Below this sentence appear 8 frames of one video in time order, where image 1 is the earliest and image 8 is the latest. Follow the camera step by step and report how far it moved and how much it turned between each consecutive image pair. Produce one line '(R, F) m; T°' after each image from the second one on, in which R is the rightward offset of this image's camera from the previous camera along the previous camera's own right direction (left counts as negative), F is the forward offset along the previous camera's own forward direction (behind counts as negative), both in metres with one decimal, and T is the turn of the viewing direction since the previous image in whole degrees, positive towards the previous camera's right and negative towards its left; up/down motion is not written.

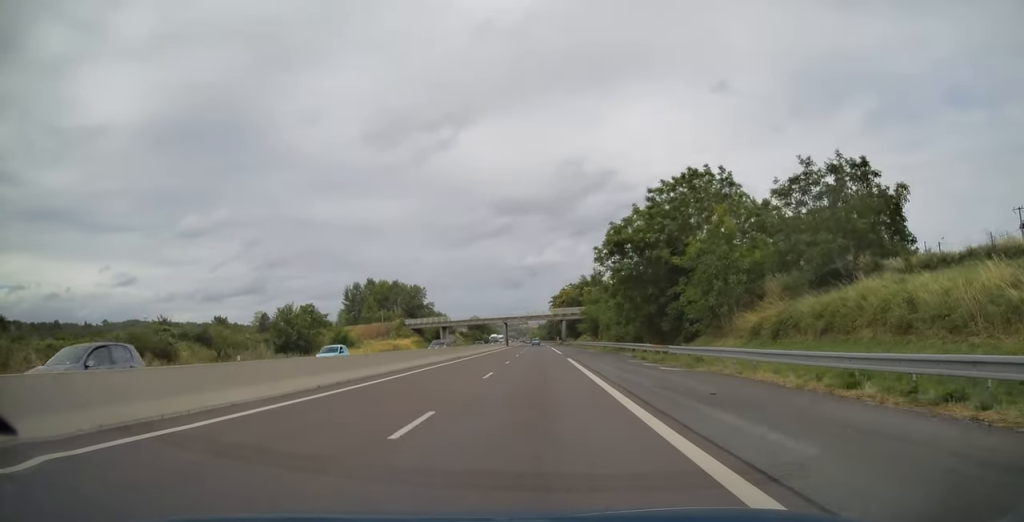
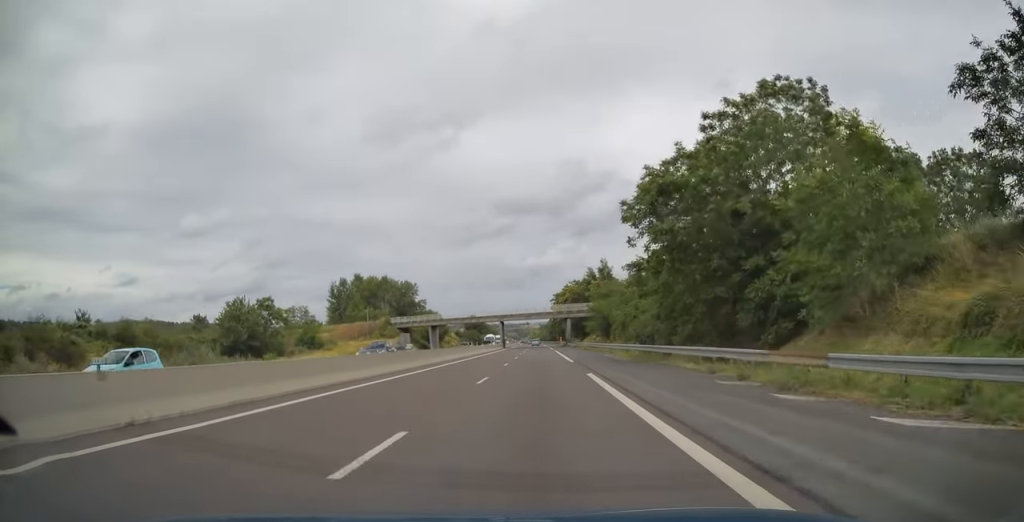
(-0.2, +15.8) m; 0°
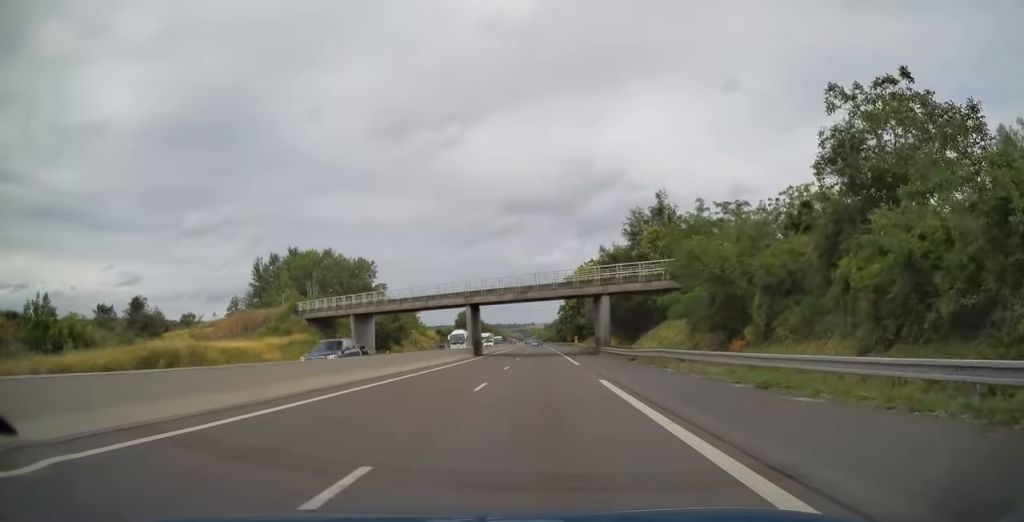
(-0.3, +54.7) m; 0°
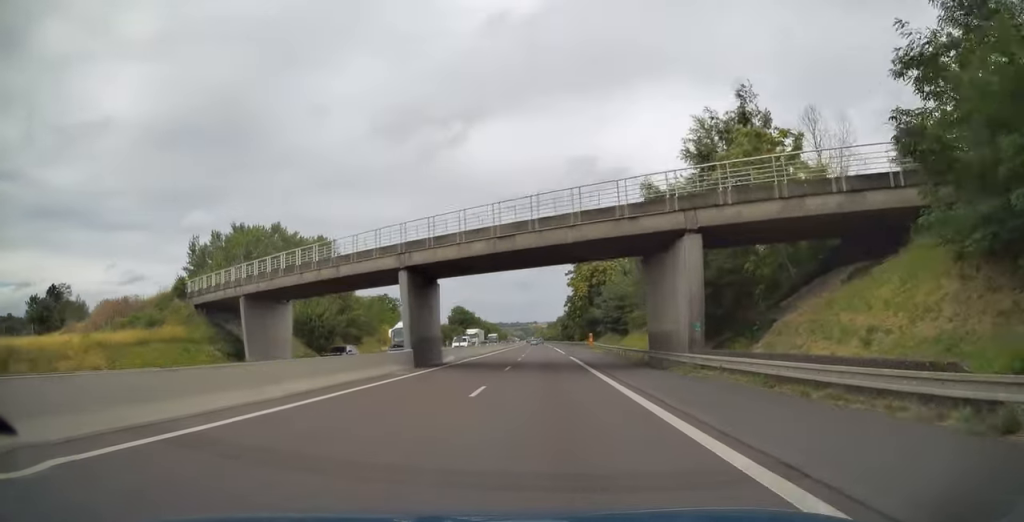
(+0.3, +28.1) m; 0°
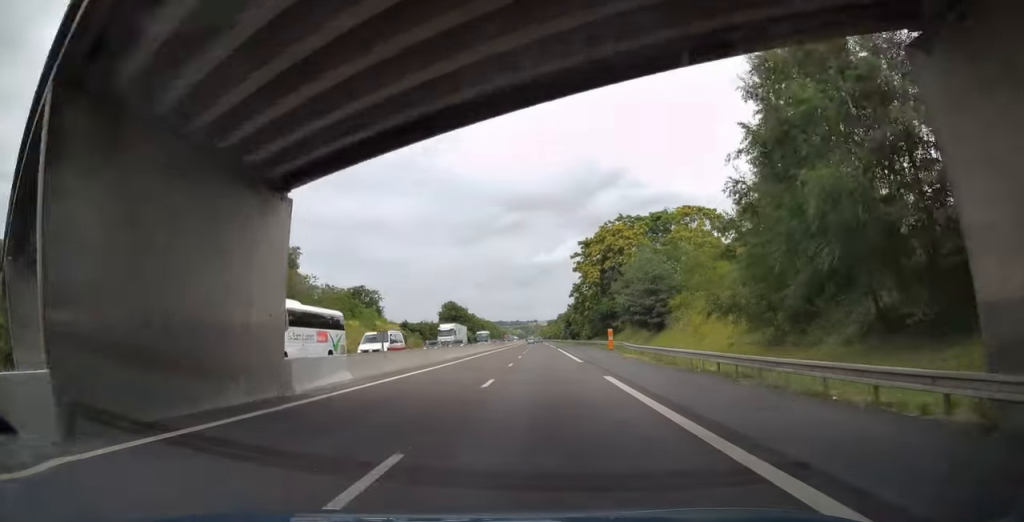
(-0.2, +23.7) m; 0°
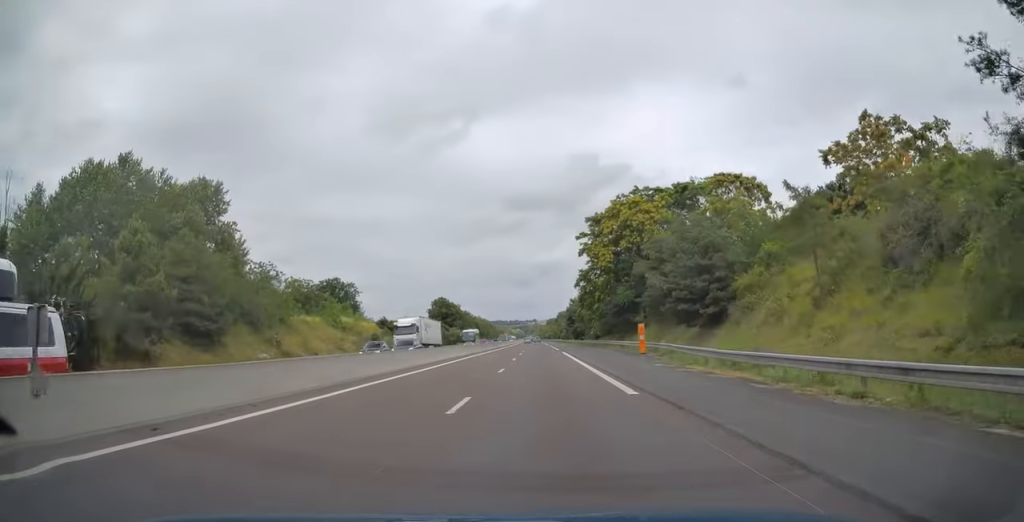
(-0.1, +18.9) m; 0°
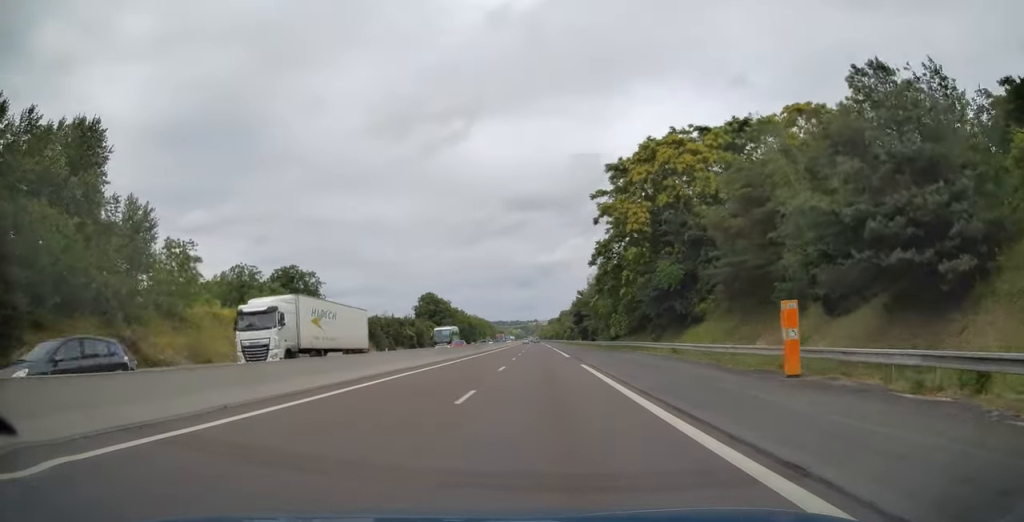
(0.0, +24.3) m; 0°
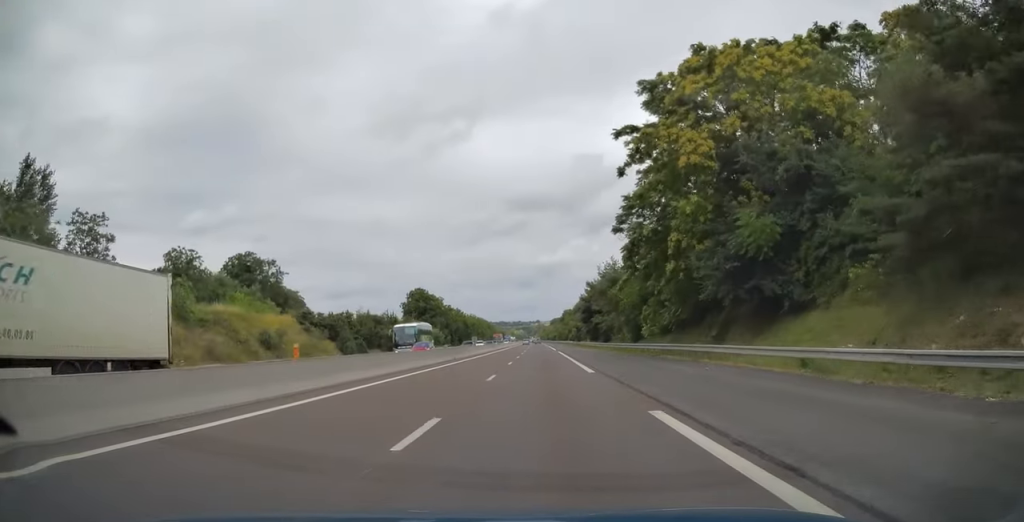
(0.0, +18.3) m; 0°
